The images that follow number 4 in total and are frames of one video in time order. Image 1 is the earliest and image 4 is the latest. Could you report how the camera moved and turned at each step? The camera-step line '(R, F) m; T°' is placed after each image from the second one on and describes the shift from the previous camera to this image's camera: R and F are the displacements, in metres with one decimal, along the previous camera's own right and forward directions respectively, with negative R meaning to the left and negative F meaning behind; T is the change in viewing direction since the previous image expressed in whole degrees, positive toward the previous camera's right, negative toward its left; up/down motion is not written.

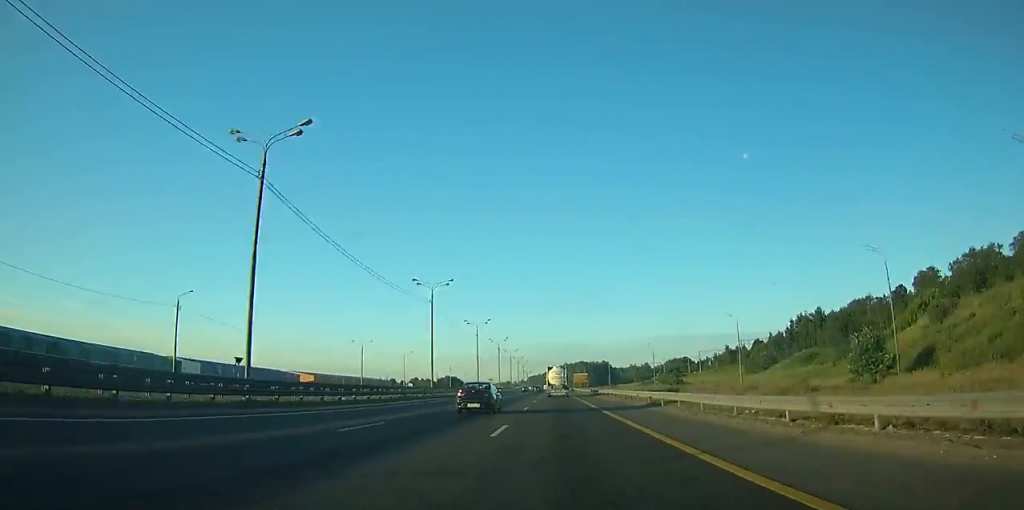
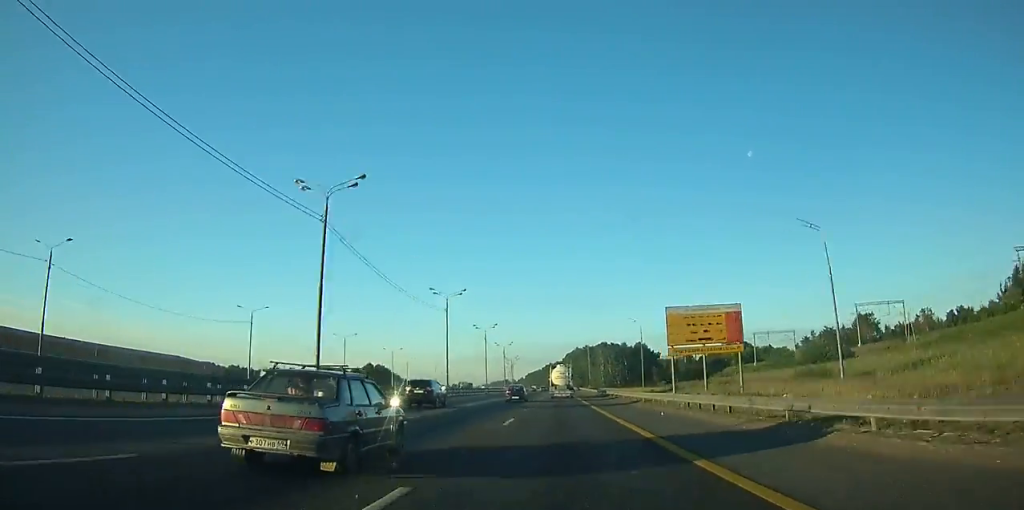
(-0.2, +174.9) m; -1°
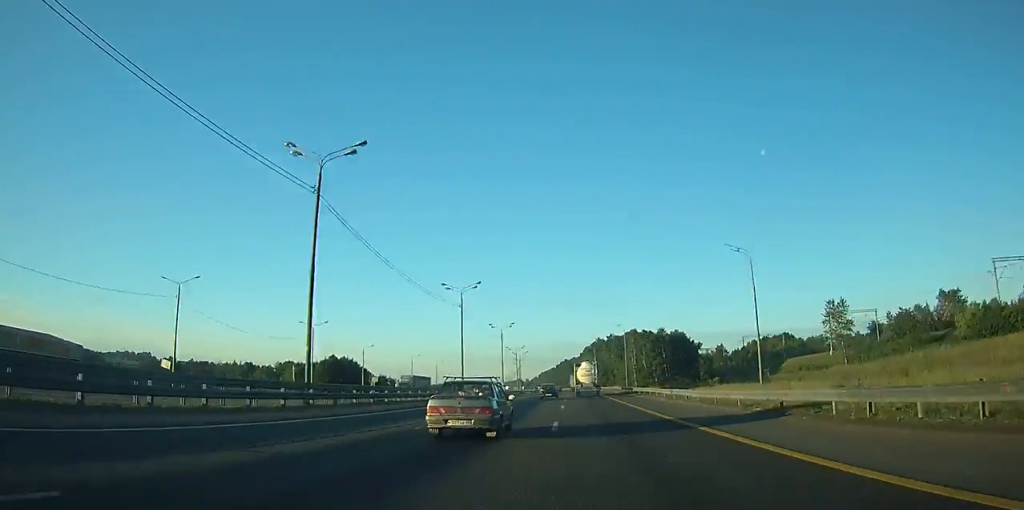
(-0.7, +54.5) m; 0°
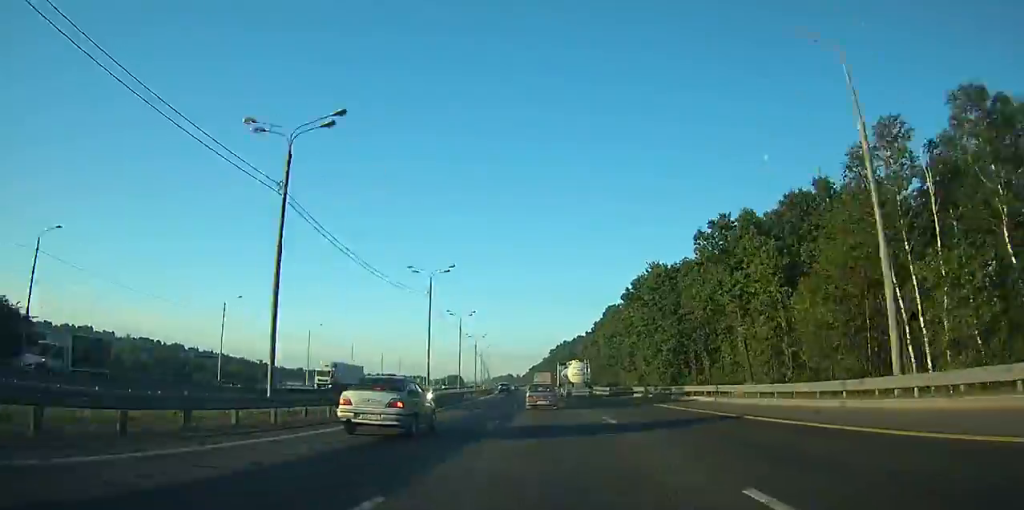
(-0.8, +145.4) m; -1°
